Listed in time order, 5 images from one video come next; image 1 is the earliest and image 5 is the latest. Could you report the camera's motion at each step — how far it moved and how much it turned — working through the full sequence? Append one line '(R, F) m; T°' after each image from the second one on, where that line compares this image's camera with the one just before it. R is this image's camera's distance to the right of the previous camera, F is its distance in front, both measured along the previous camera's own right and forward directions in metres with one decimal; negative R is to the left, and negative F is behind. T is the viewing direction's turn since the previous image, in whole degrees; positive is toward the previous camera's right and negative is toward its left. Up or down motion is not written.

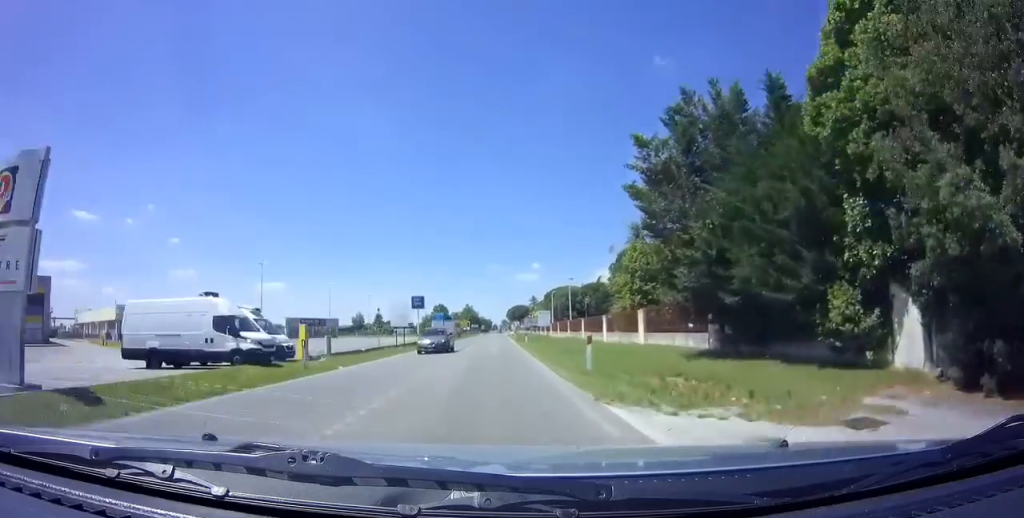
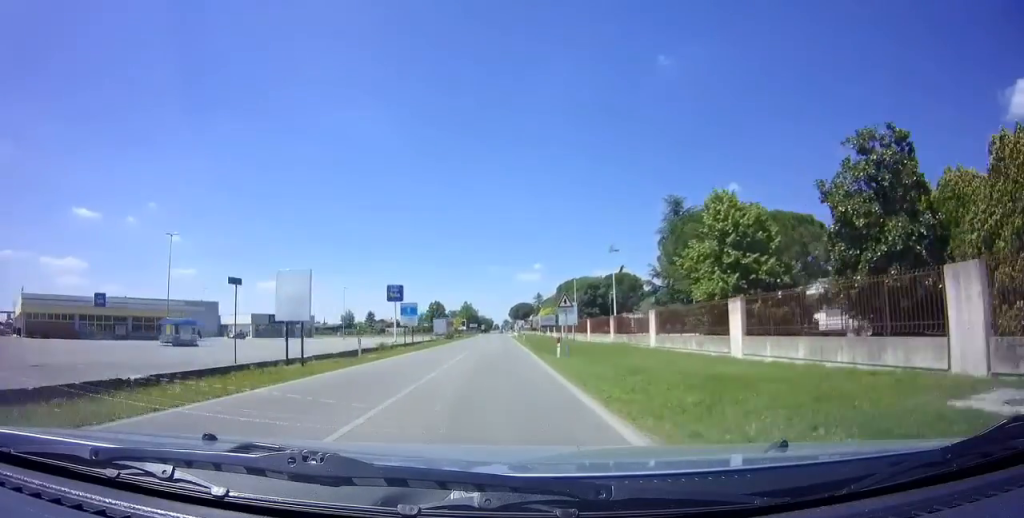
(0.0, +24.1) m; 0°
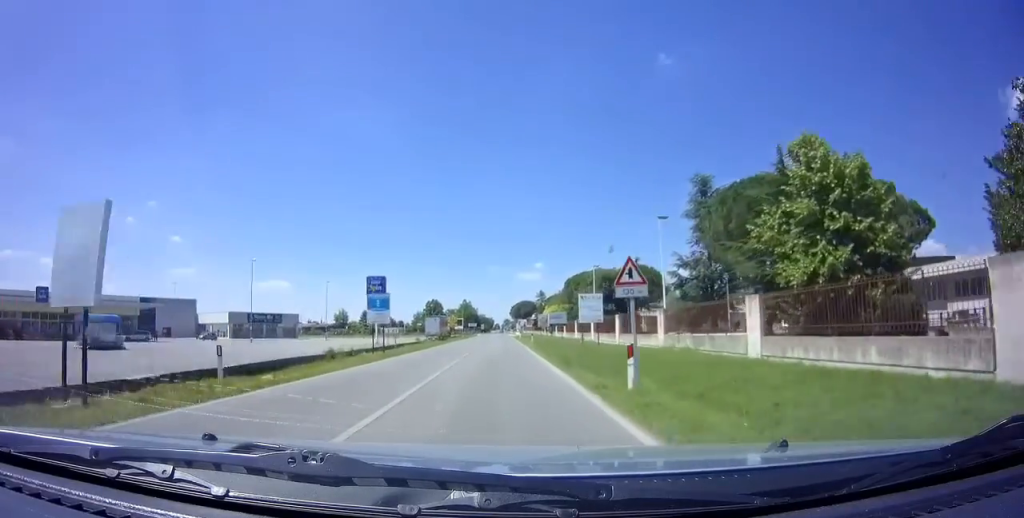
(-0.1, +11.3) m; 0°
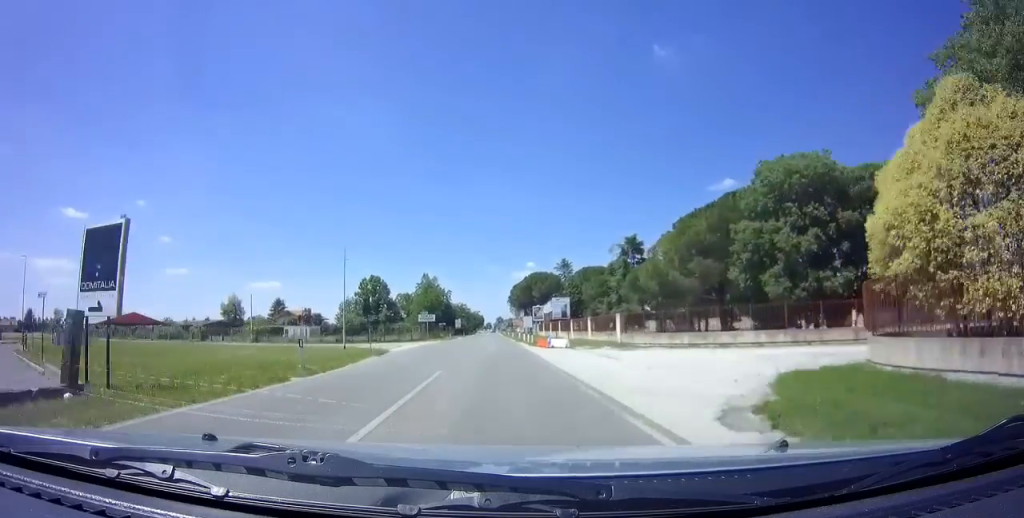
(+0.2, +104.5) m; 0°
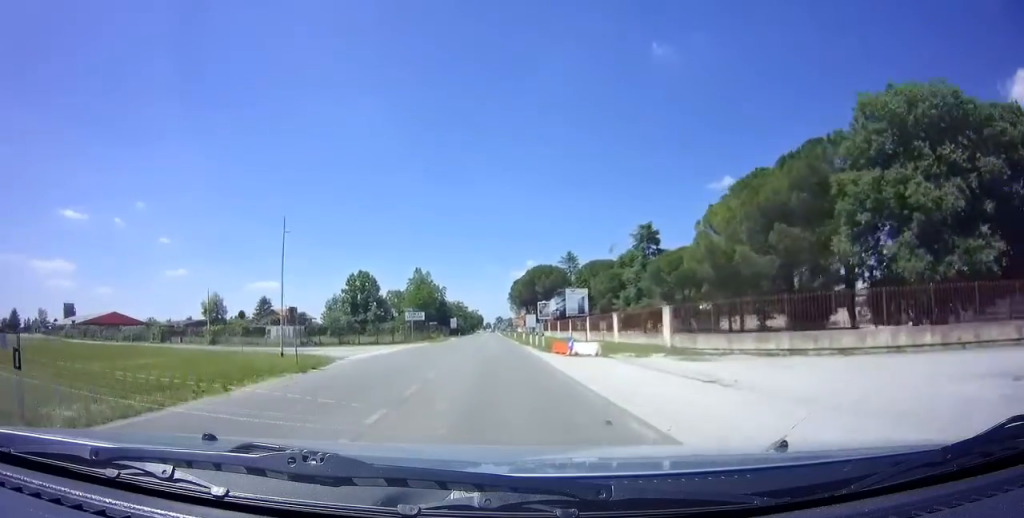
(+0.1, +10.6) m; 0°
